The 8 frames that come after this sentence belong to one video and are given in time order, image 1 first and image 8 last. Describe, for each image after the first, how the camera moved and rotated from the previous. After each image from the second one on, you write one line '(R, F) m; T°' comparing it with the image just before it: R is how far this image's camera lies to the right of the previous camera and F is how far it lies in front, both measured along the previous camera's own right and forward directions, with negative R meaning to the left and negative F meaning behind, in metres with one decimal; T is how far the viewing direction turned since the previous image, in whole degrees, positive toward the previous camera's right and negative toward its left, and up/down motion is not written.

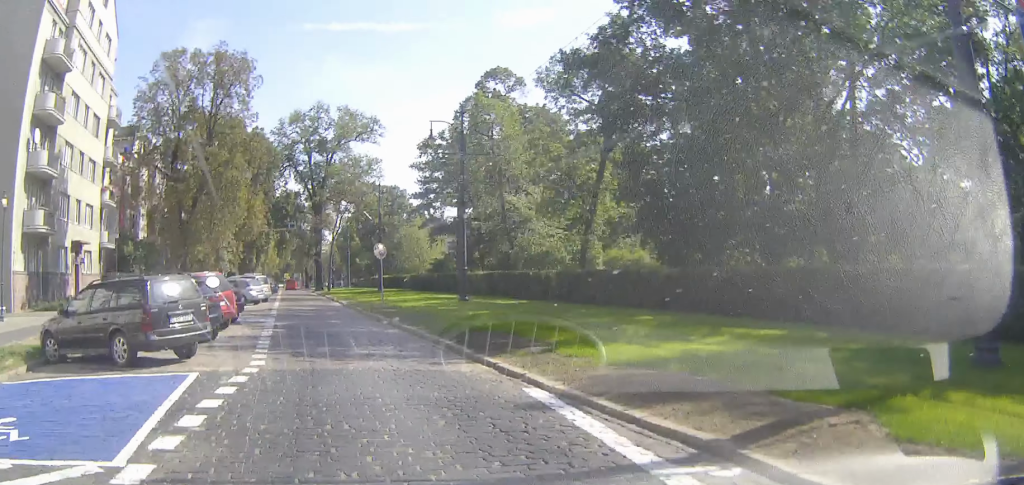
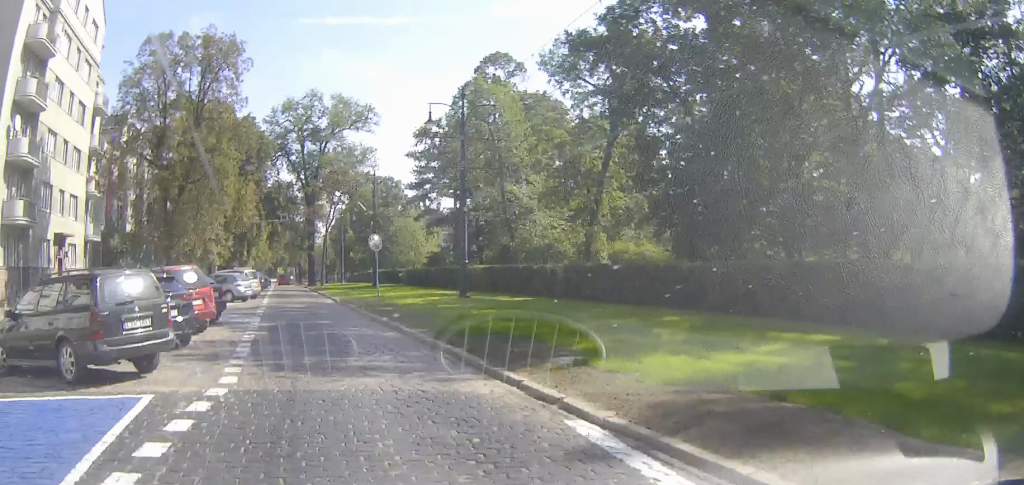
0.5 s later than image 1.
(0.0, +2.2) m; 0°
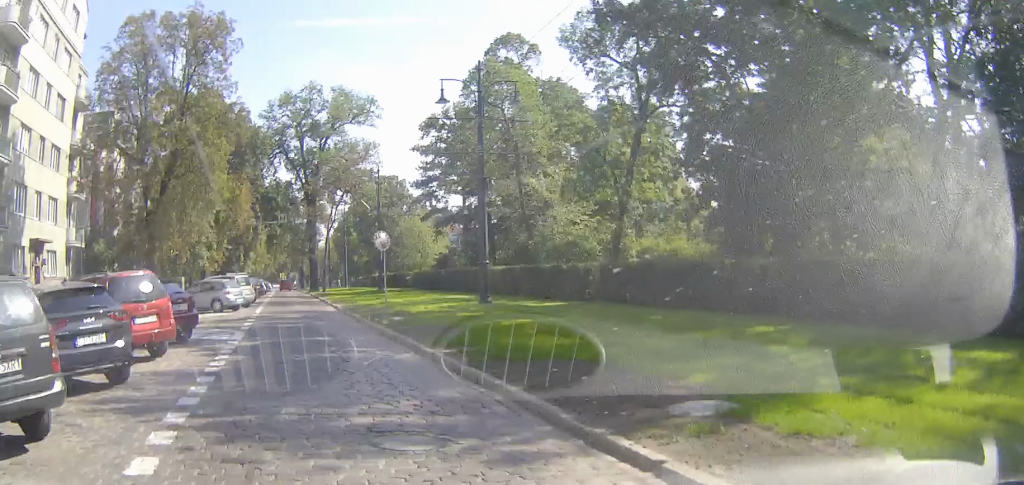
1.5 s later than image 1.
(0.0, +4.3) m; 0°
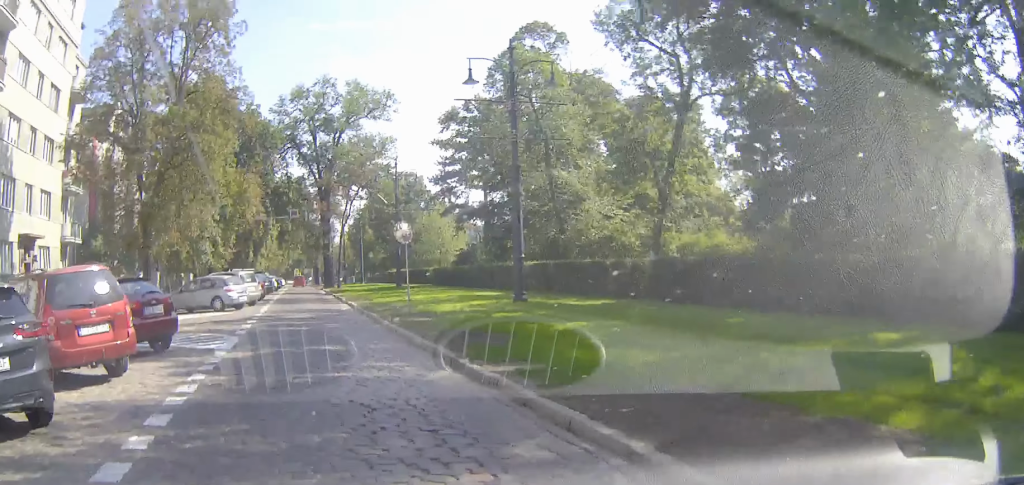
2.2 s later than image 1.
(0.0, +3.4) m; -1°
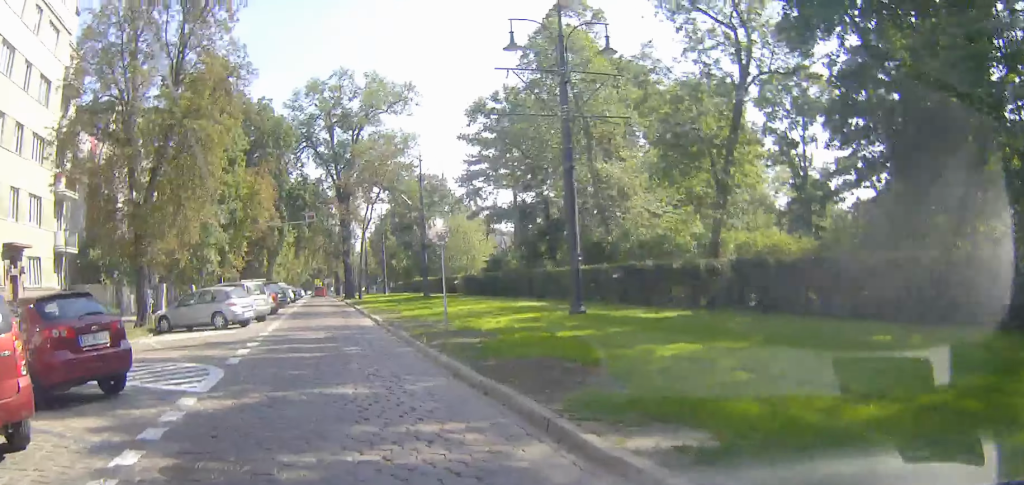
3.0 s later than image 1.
(-0.1, +4.1) m; -1°
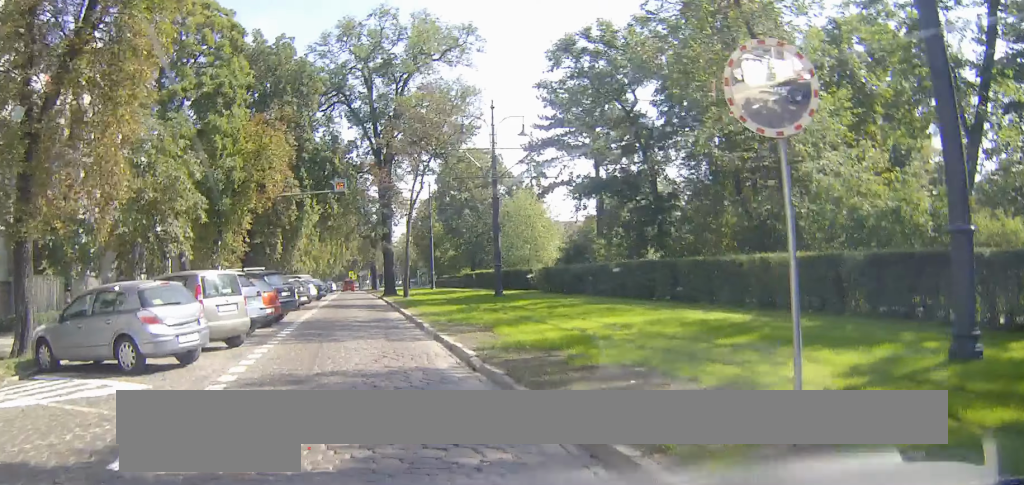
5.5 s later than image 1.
(-0.2, +14.2) m; -2°
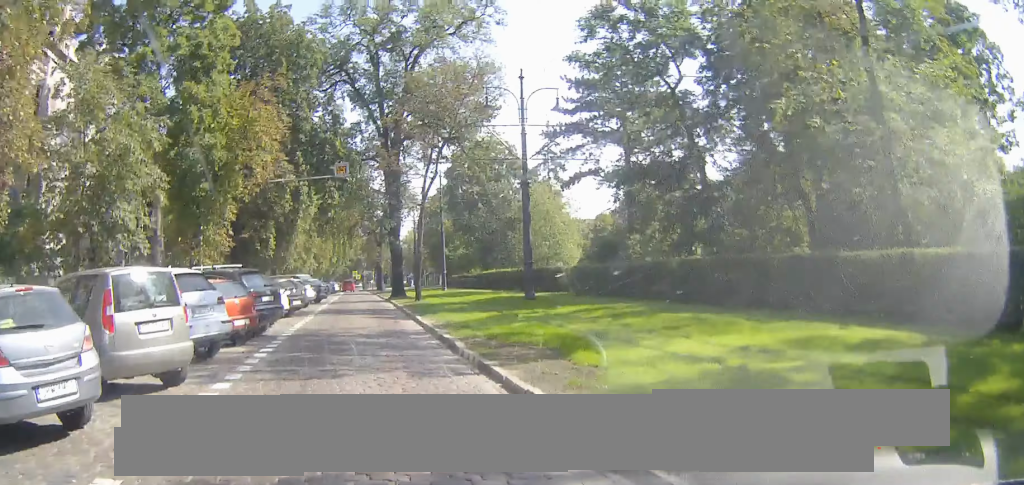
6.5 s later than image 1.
(-0.1, +6.0) m; -1°
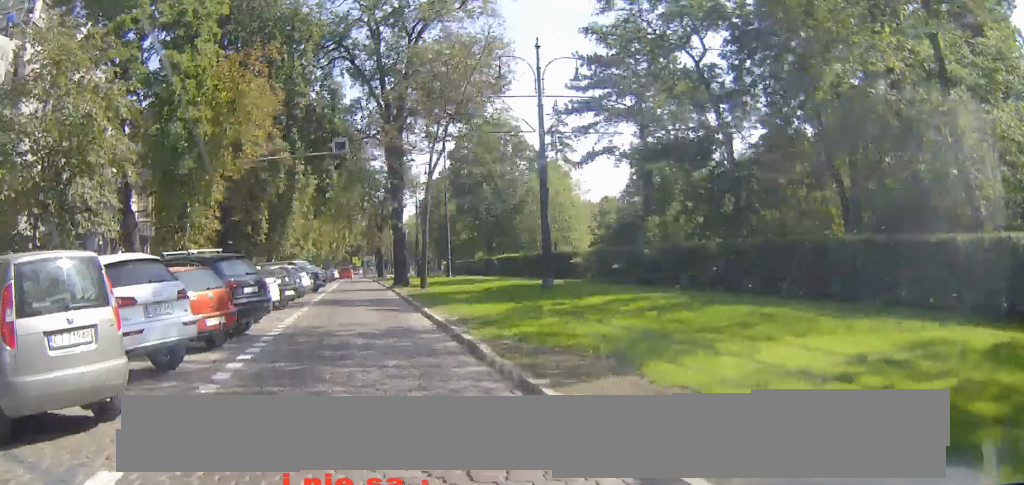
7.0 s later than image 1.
(0.0, +2.9) m; 0°
